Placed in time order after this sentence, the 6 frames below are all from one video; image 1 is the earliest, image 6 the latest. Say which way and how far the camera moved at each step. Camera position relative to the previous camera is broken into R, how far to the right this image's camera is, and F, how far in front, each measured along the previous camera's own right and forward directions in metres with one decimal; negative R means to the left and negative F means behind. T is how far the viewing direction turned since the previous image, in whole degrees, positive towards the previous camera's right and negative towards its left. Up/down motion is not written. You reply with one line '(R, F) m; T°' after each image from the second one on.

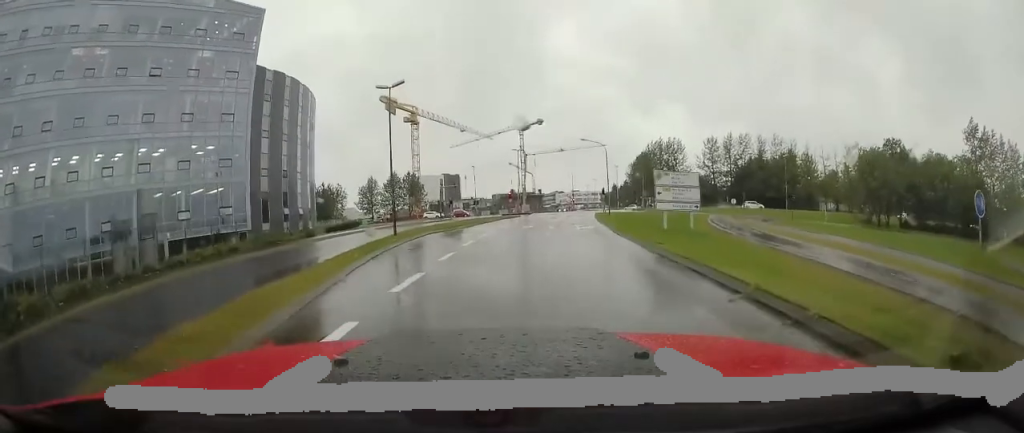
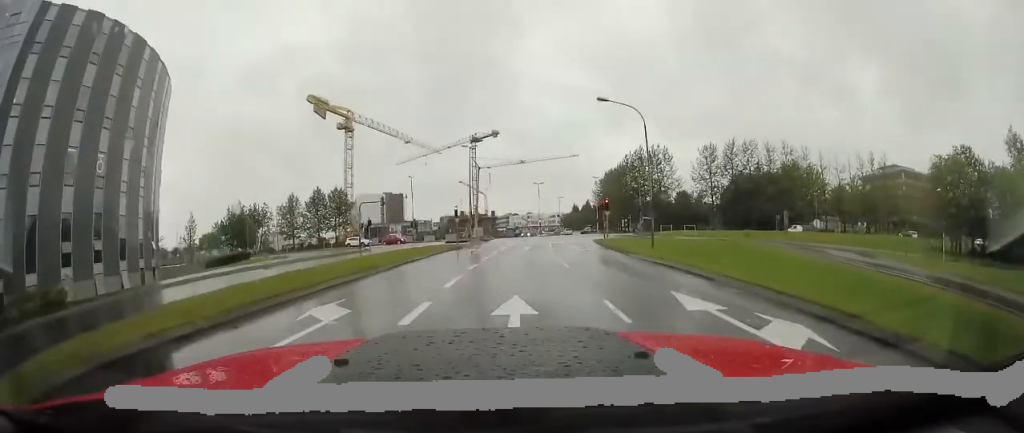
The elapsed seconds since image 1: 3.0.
(-0.1, +19.5) m; +2°
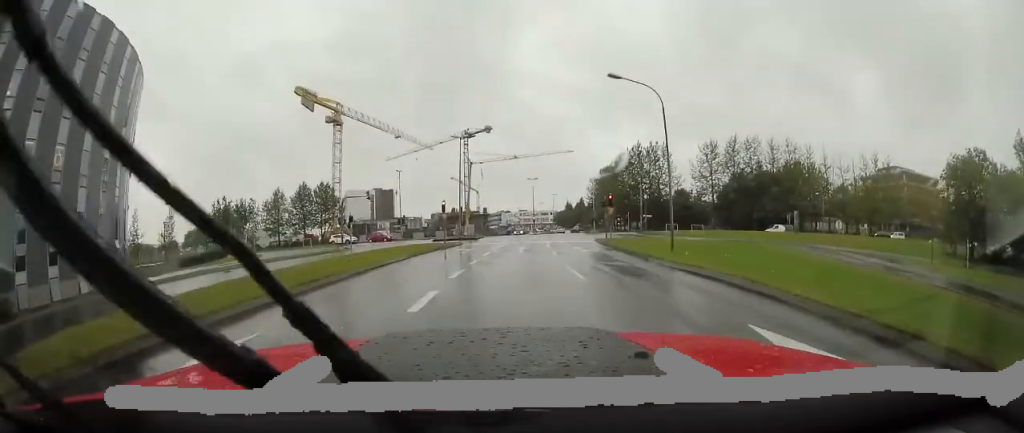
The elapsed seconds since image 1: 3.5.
(0.0, +3.2) m; +2°
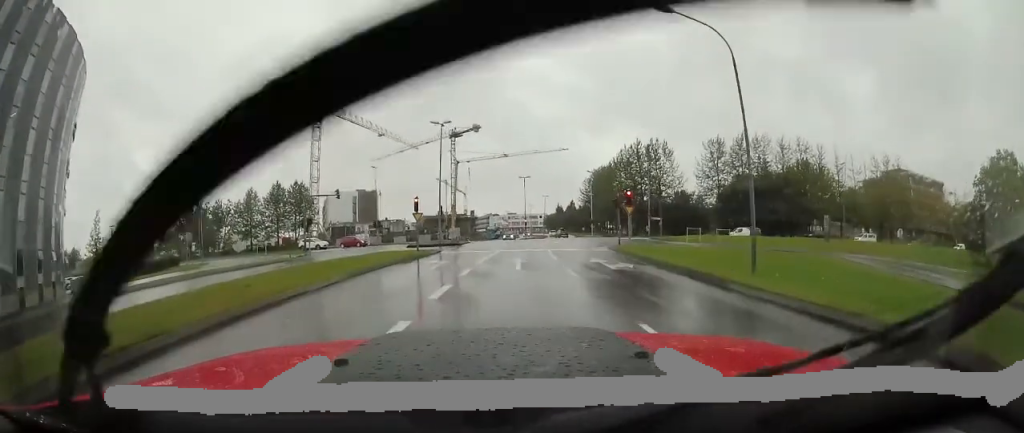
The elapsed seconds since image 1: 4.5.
(+0.2, +7.0) m; +2°
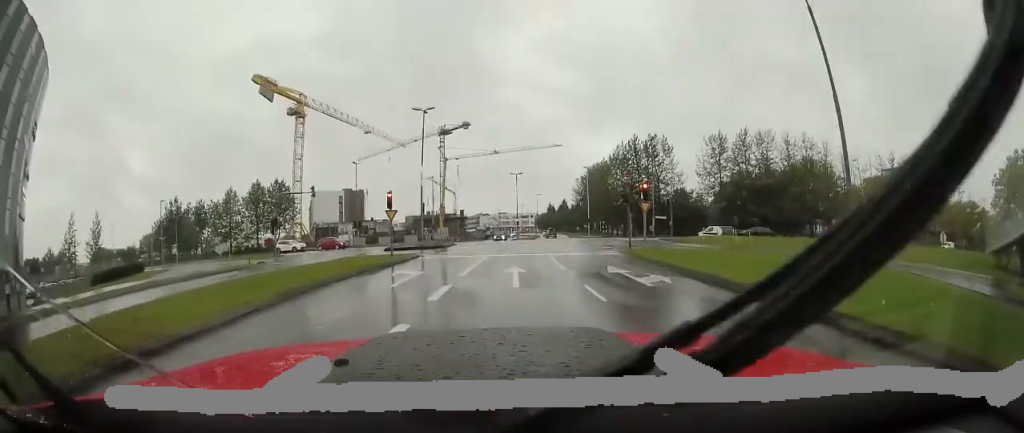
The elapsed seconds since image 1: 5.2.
(0.0, +4.3) m; +2°
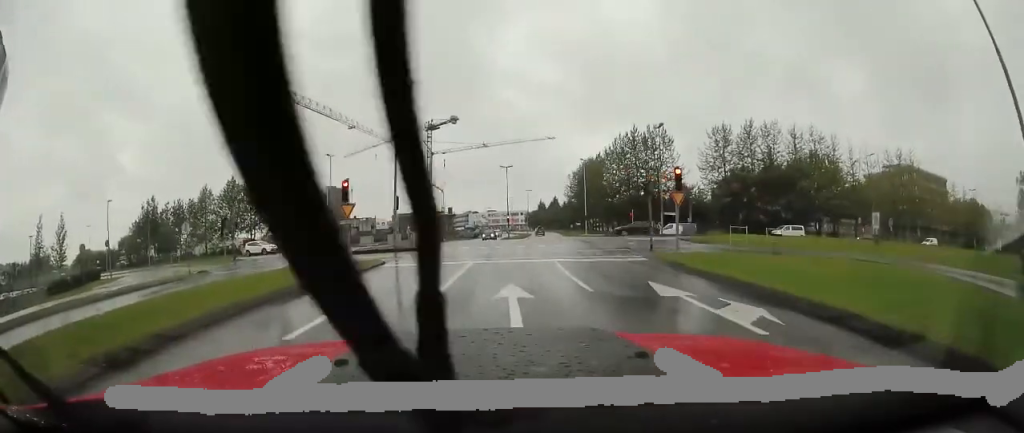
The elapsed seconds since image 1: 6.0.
(+0.1, +5.1) m; +2°
